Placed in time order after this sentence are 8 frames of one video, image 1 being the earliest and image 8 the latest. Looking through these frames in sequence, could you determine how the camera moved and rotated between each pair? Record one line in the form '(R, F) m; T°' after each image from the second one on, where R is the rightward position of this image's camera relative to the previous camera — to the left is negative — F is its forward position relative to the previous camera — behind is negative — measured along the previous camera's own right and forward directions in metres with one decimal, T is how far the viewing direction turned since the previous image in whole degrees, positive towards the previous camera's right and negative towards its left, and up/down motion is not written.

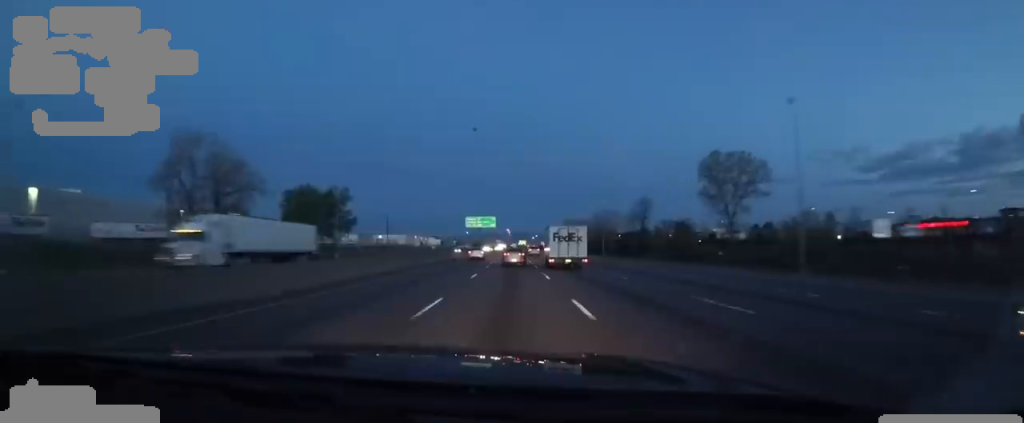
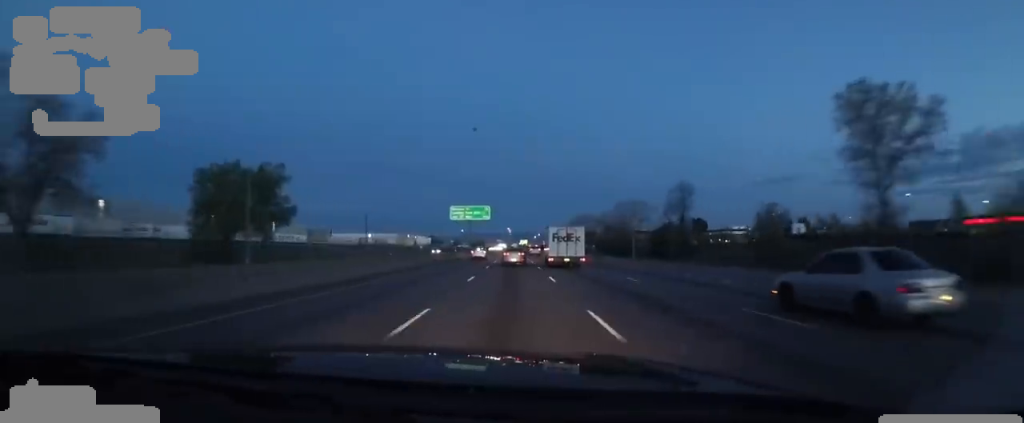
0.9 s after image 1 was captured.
(+0.2, +27.0) m; 0°
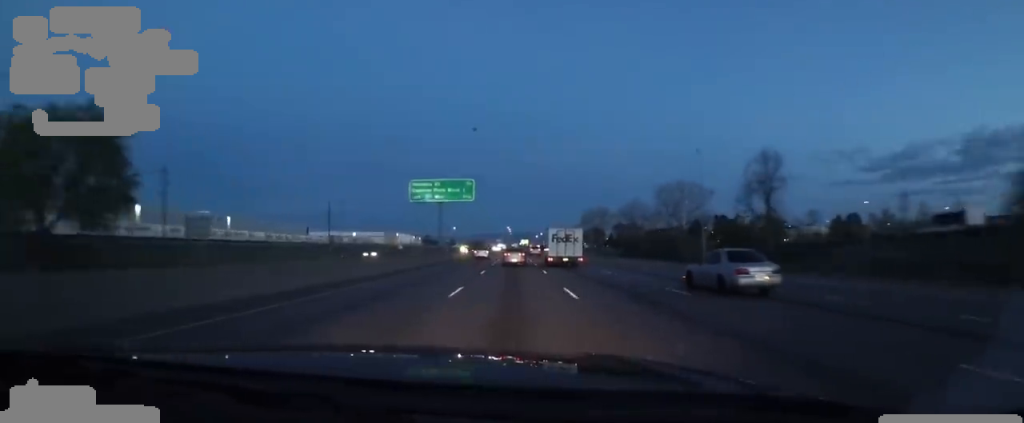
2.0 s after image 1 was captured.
(-0.2, +31.5) m; -1°
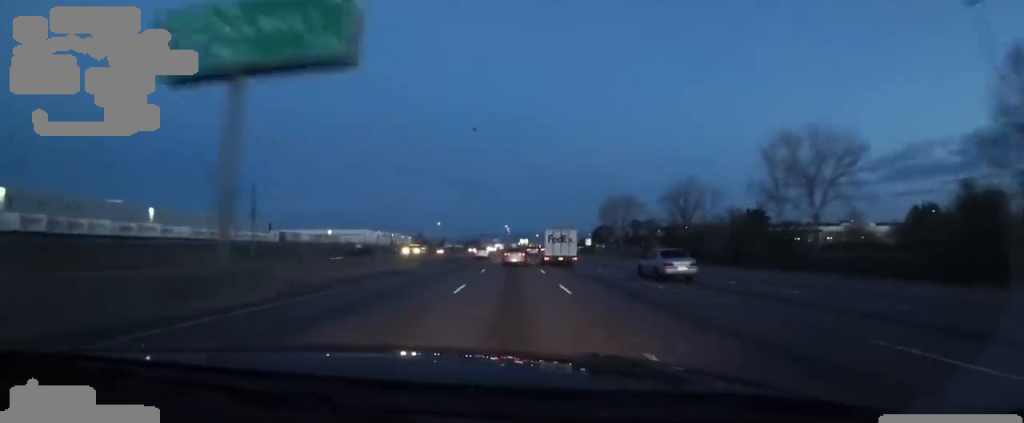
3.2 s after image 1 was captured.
(-0.1, +36.9) m; 0°
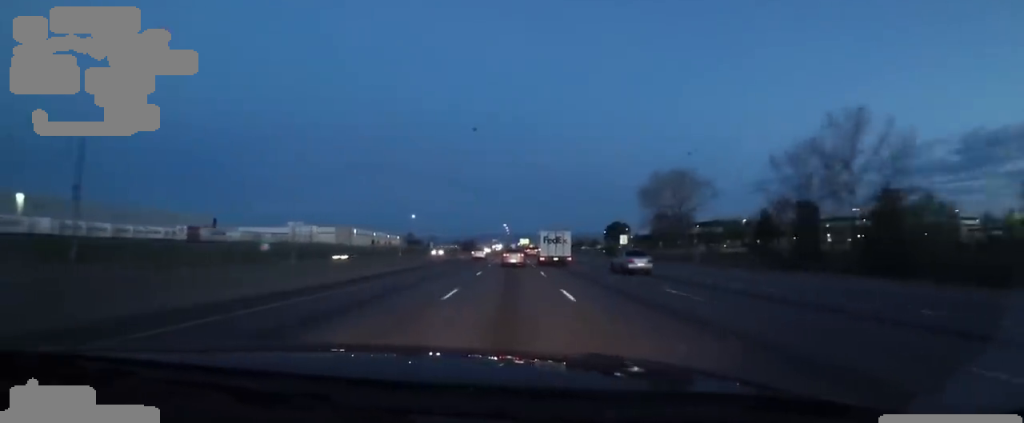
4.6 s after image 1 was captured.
(+0.2, +39.1) m; 0°
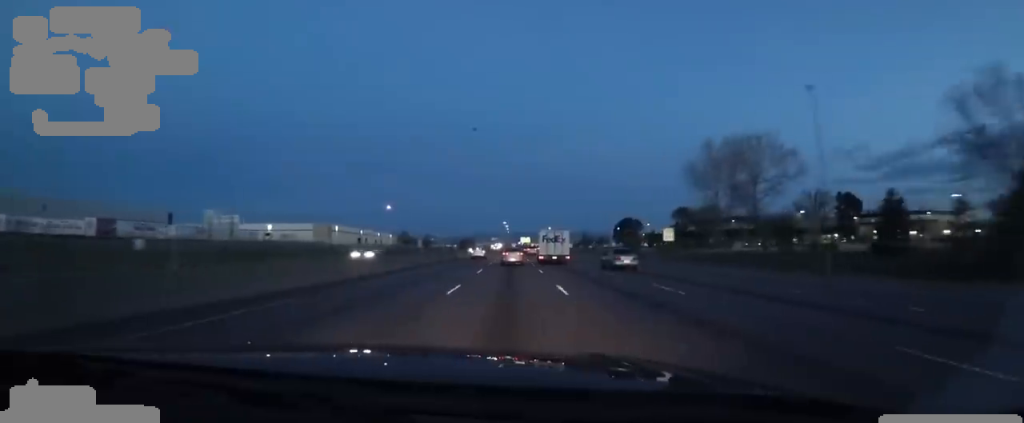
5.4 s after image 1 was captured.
(0.0, +22.9) m; 0°
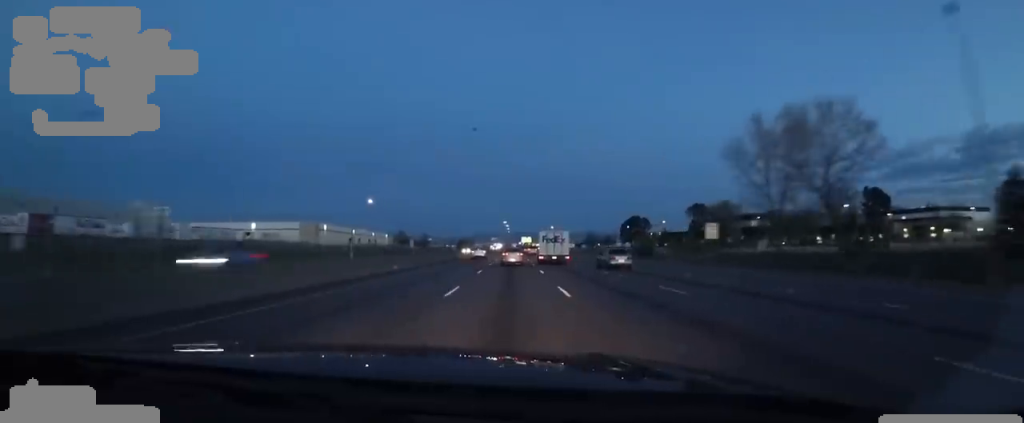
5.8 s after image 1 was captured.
(0.0, +12.3) m; 0°
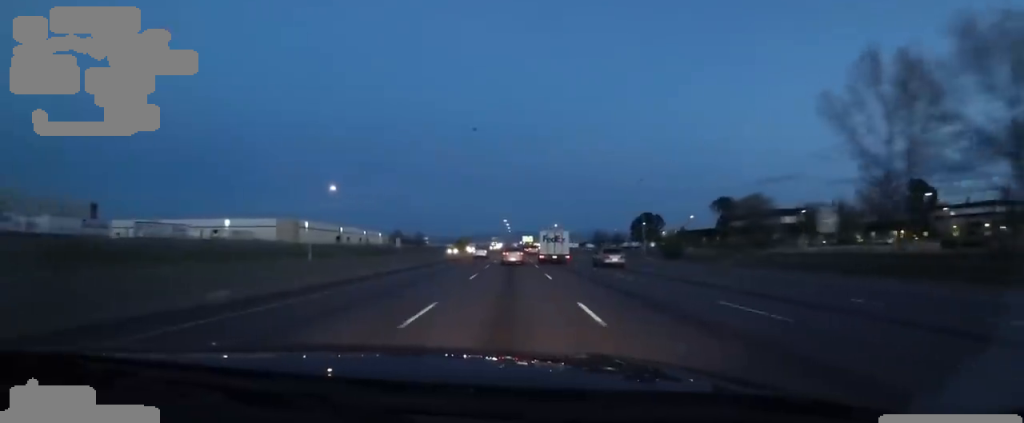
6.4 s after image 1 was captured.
(0.0, +16.8) m; 0°
